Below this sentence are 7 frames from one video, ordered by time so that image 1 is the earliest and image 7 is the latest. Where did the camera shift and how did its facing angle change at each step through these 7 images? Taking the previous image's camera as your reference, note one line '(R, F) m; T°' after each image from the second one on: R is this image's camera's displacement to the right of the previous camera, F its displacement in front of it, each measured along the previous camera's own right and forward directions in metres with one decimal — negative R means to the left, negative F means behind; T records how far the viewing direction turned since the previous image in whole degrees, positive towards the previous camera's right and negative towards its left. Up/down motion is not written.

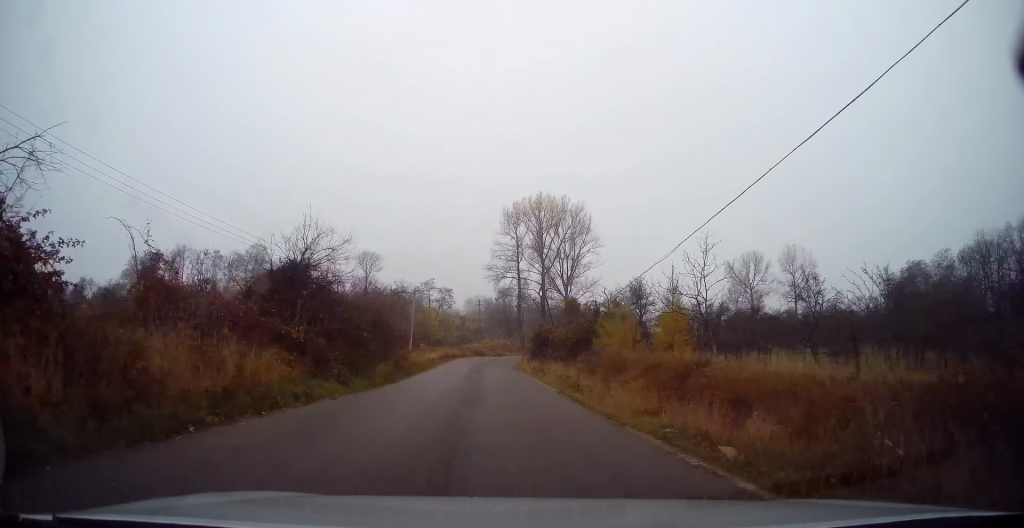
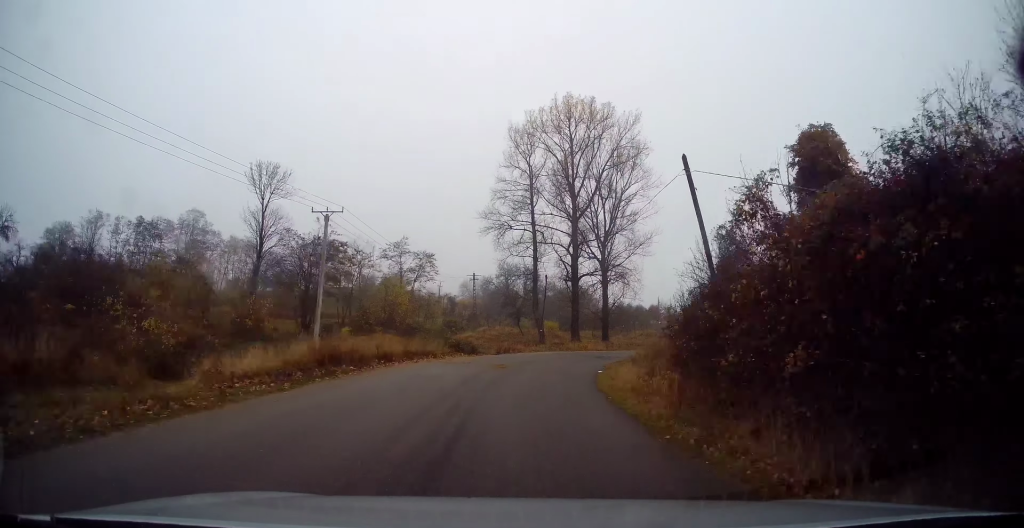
(-0.1, +40.7) m; +2°
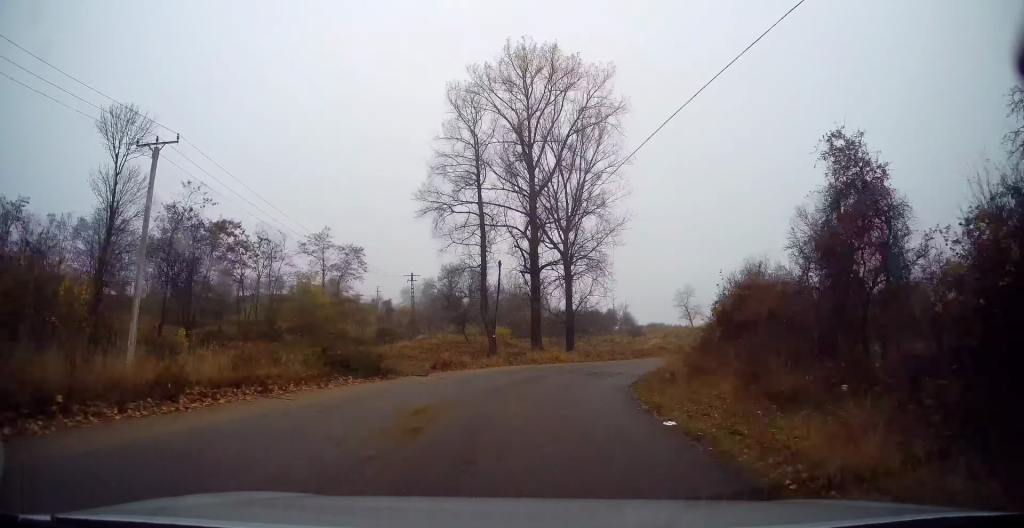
(+0.5, +14.7) m; +5°
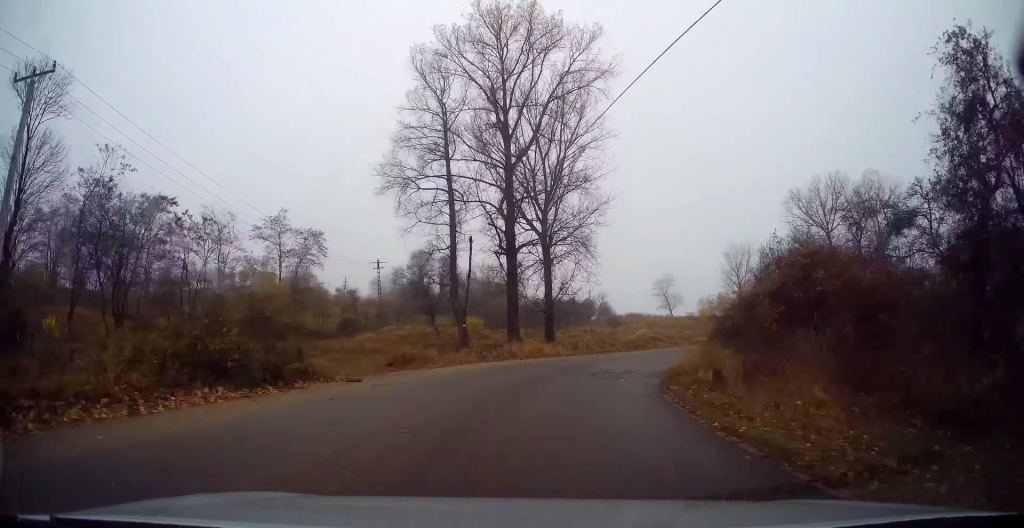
(+0.2, +6.2) m; +3°
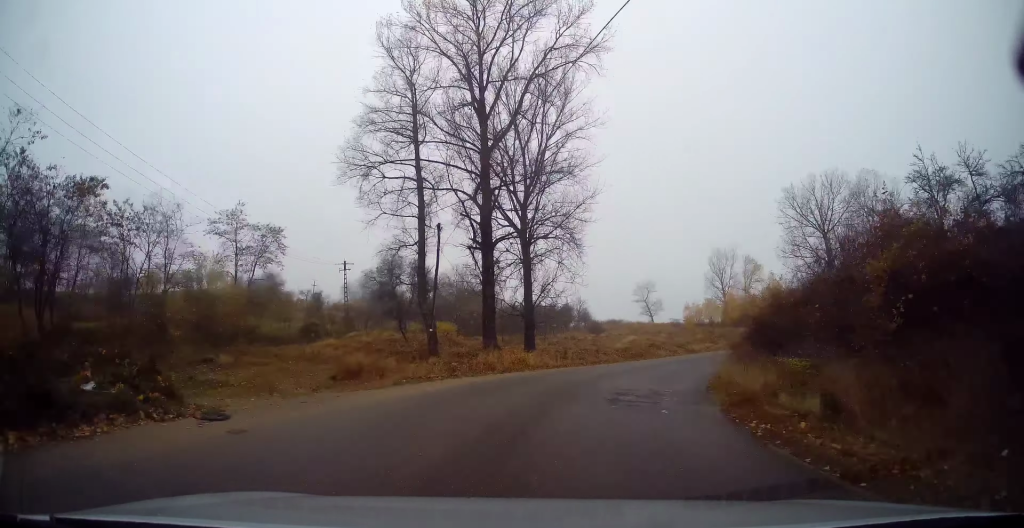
(+0.2, +6.1) m; +3°
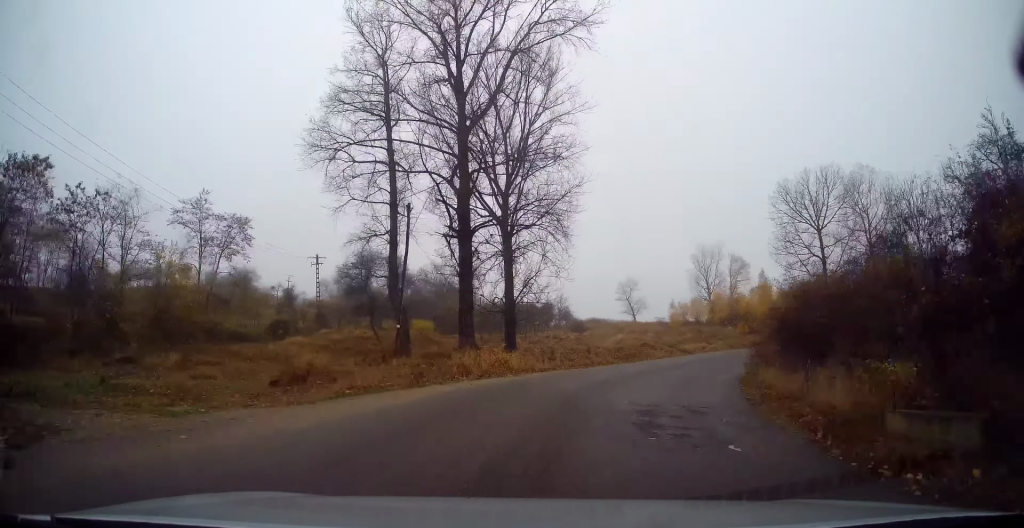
(+0.1, +4.3) m; +3°
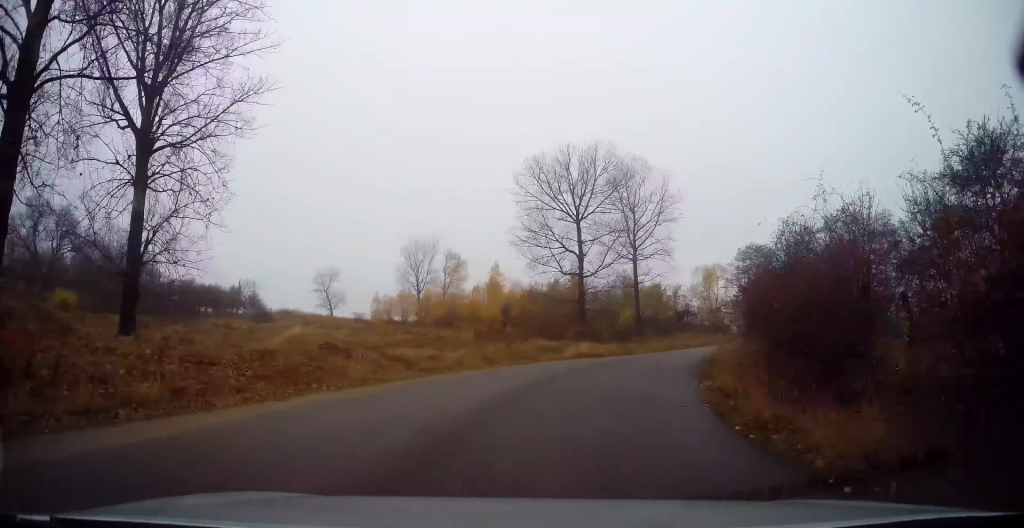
(+4.7, +18.5) m; +29°
